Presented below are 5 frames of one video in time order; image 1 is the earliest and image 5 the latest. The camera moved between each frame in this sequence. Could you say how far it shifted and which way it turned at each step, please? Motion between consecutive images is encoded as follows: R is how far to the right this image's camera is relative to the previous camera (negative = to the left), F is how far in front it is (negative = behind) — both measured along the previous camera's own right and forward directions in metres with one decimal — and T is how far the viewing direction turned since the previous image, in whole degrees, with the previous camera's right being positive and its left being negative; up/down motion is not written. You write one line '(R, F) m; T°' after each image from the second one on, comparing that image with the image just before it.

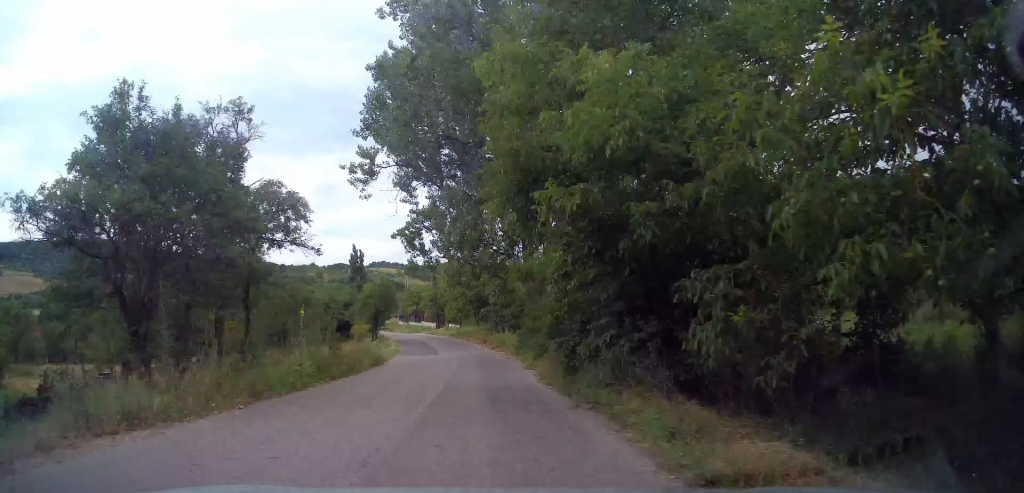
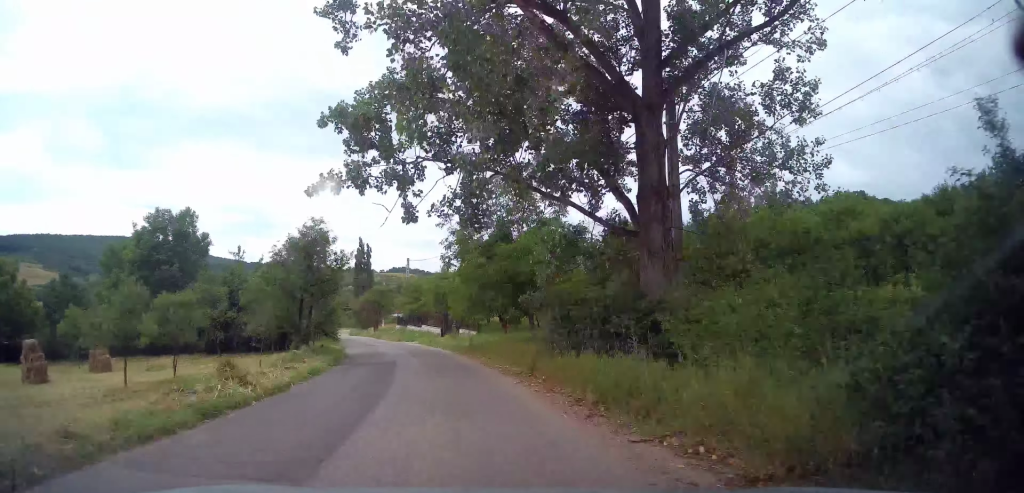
(-0.3, +22.2) m; -6°
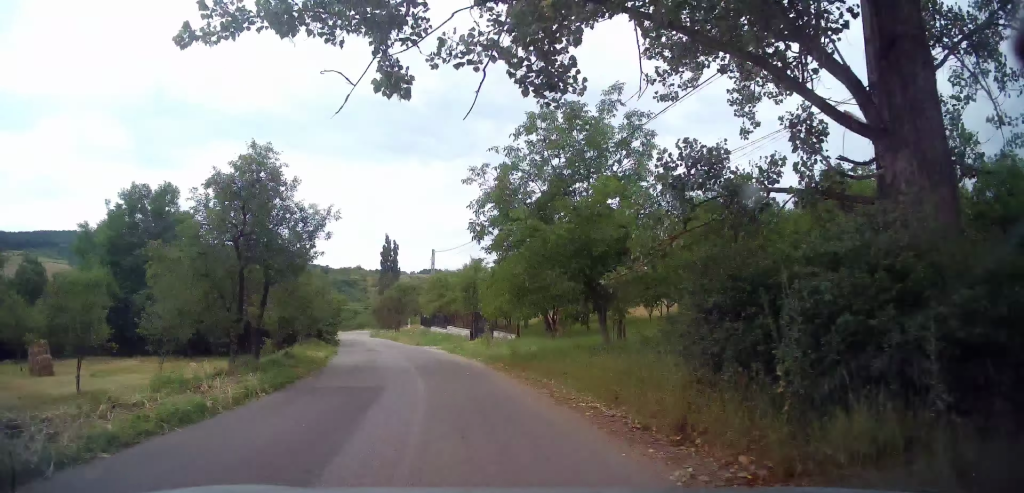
(-0.4, +8.4) m; -4°
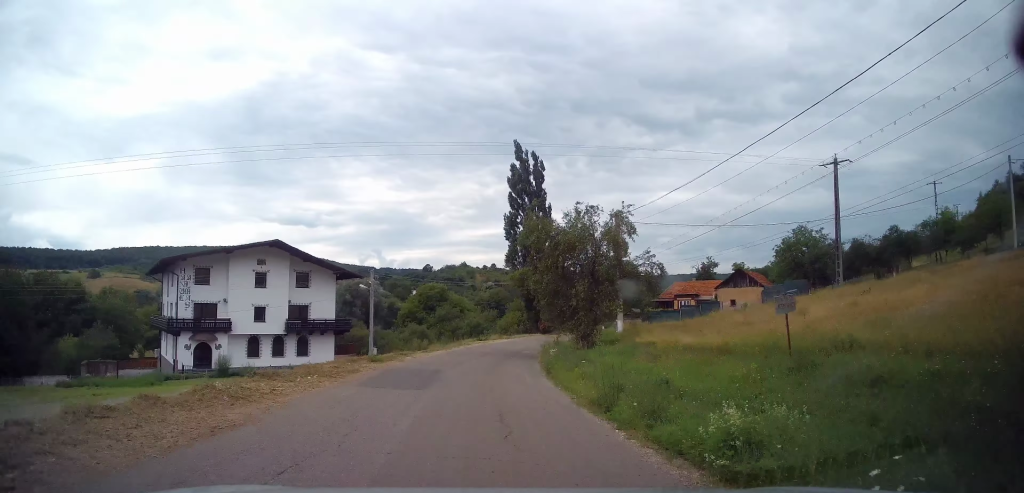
(-9.5, +68.0) m; -6°
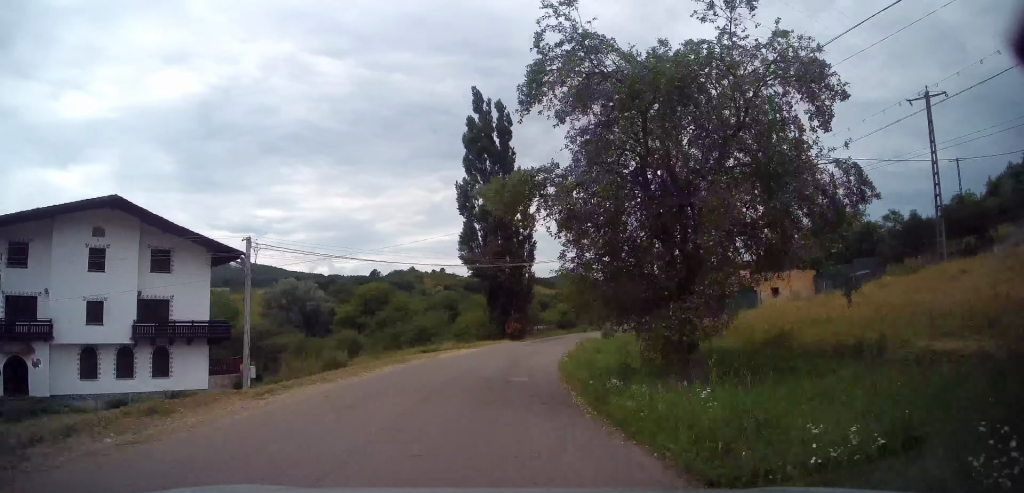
(+0.3, +12.8) m; +3°
